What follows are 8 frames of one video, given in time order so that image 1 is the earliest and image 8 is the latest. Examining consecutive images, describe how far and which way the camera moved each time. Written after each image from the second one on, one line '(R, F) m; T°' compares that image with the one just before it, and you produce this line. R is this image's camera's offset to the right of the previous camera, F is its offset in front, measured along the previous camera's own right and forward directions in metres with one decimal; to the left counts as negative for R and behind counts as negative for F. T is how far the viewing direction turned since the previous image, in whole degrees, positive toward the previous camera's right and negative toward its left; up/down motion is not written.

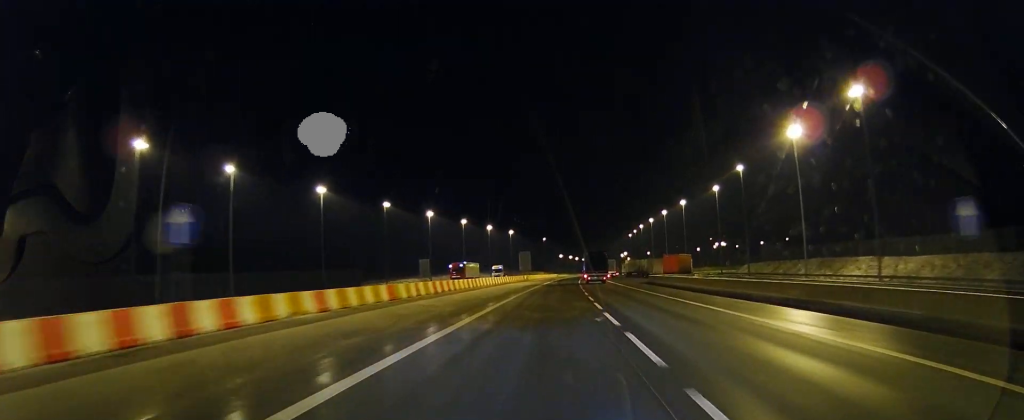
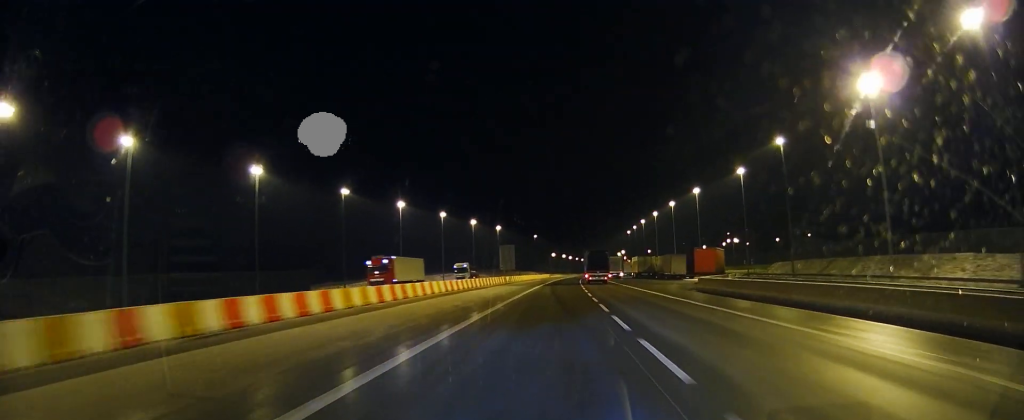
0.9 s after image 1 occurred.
(+0.7, +25.8) m; +2°
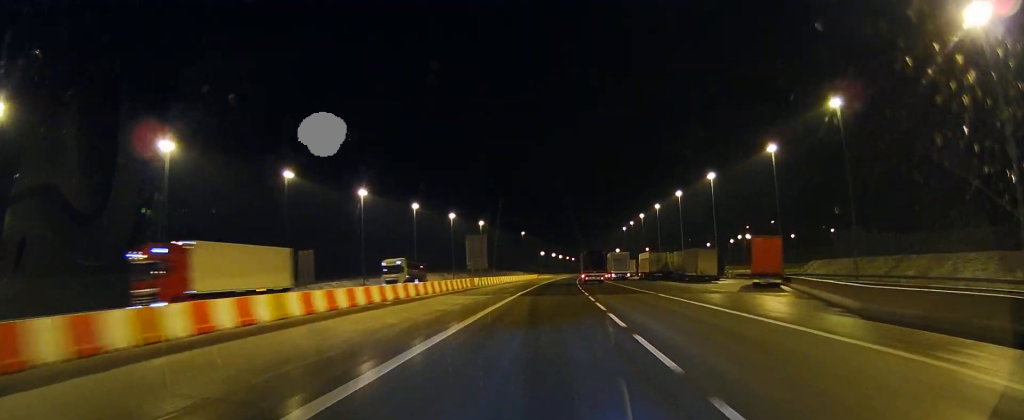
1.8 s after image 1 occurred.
(+0.2, +23.7) m; +1°
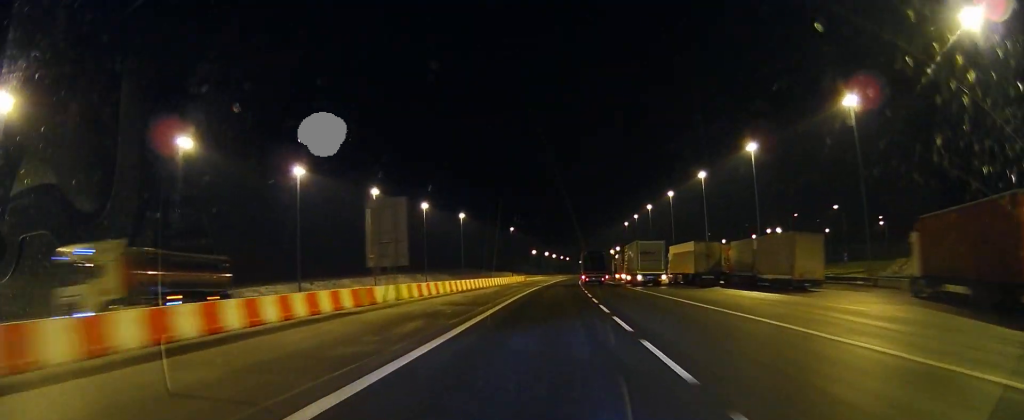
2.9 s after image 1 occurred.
(0.0, +30.9) m; 0°
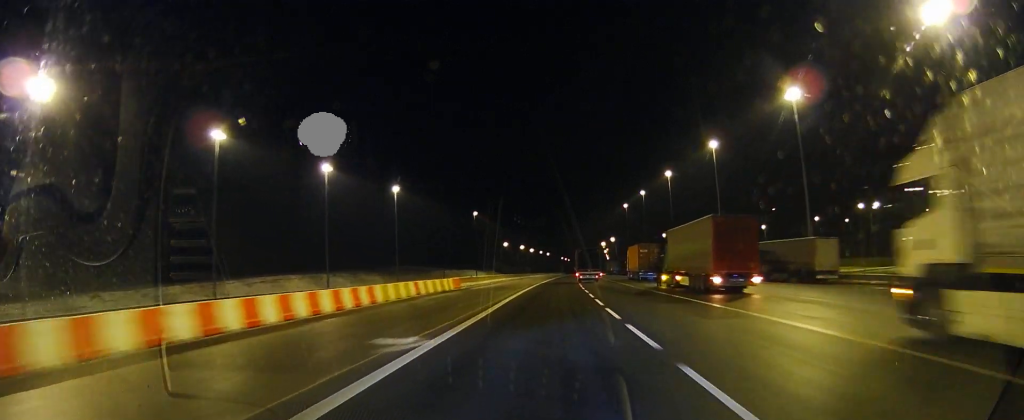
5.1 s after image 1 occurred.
(0.0, +57.9) m; +2°
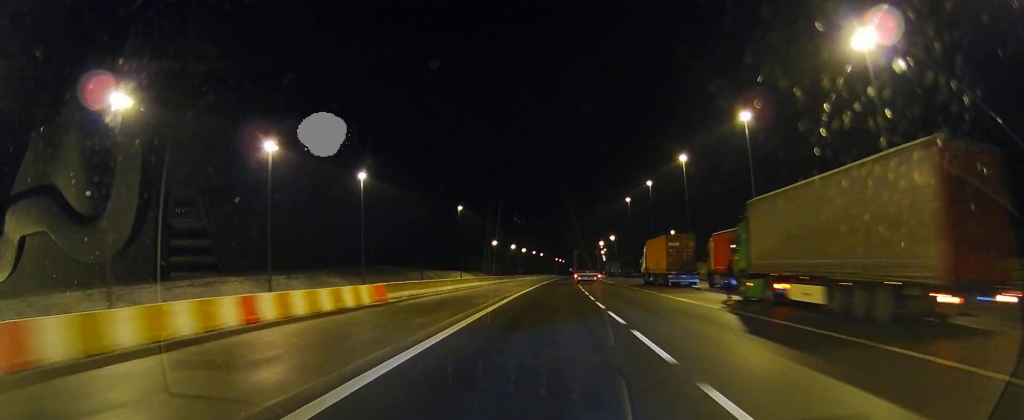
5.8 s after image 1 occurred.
(+0.7, +18.9) m; +2°
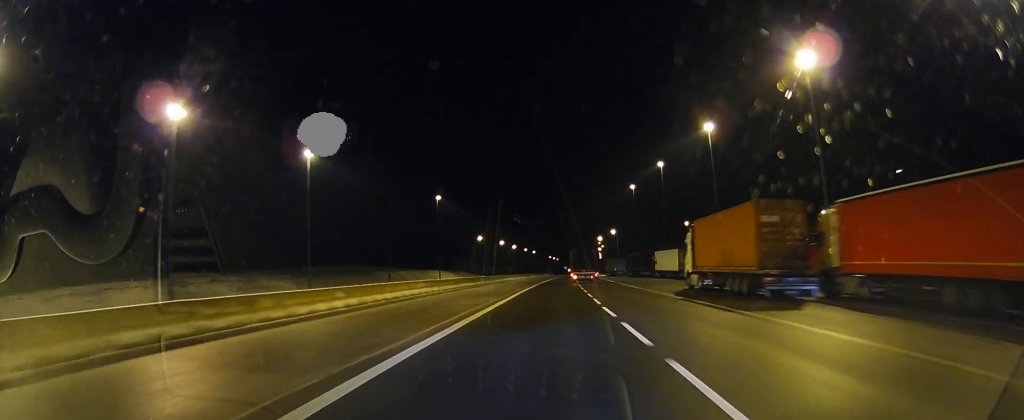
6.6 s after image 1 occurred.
(+0.3, +22.5) m; +1°
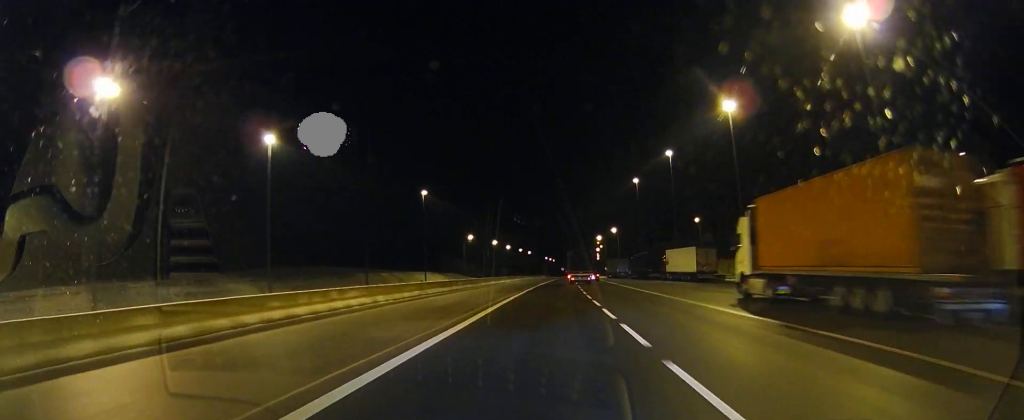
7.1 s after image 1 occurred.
(0.0, +12.6) m; 0°
